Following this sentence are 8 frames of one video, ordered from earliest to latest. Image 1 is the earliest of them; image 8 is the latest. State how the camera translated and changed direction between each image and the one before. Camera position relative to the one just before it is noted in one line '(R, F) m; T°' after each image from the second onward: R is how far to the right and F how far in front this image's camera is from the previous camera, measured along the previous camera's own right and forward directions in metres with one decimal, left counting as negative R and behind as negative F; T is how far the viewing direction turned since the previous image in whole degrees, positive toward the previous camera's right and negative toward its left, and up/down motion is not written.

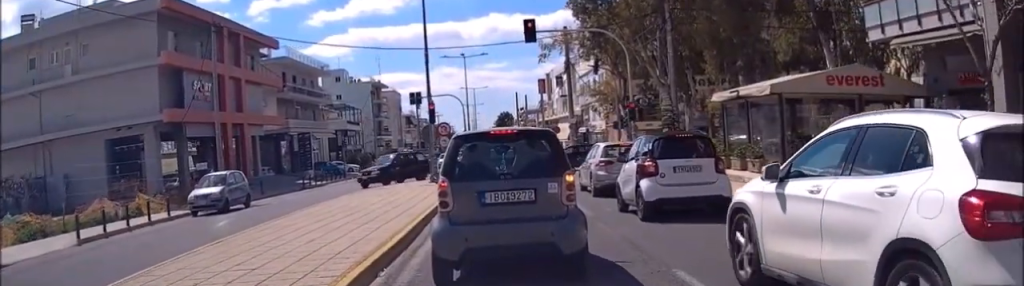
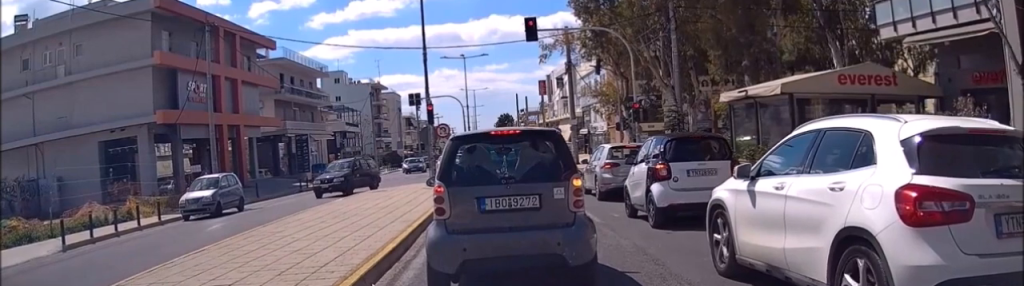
(+0.3, +0.7) m; 0°
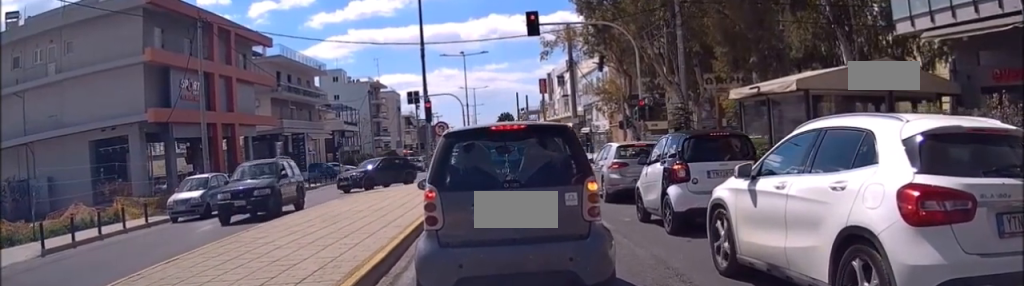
(+0.6, +1.0) m; 0°
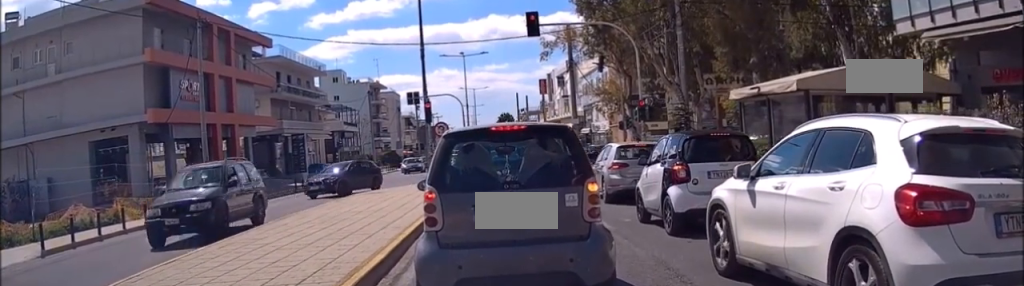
(0.0, 0.0) m; 0°
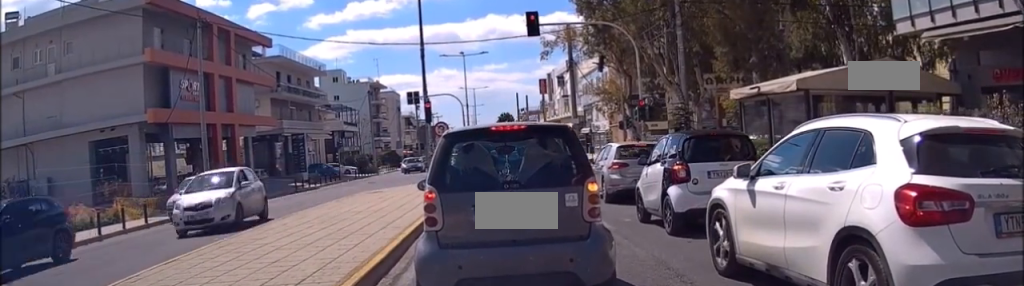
(0.0, 0.0) m; 0°
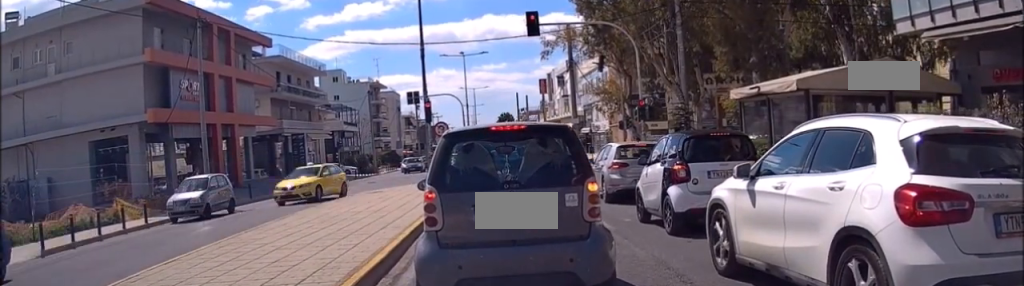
(0.0, 0.0) m; 0°
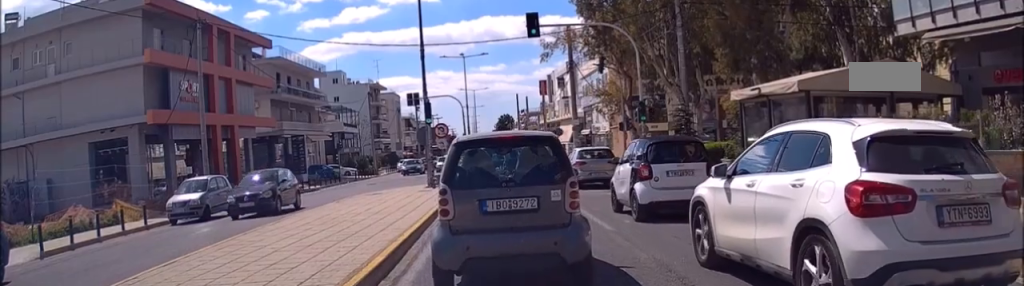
(0.0, +0.1) m; 0°
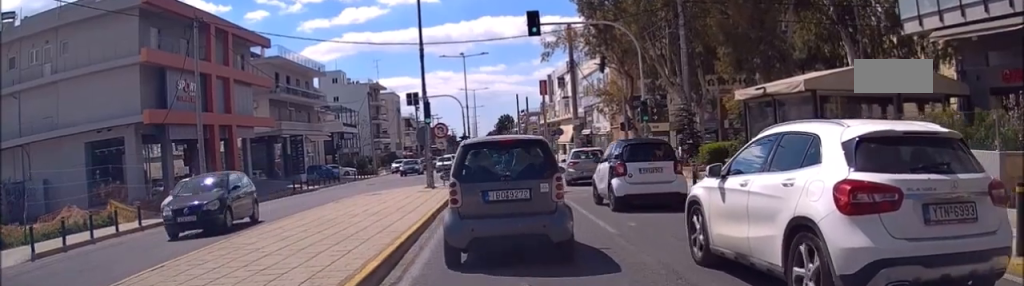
(-0.4, +0.2) m; 0°
